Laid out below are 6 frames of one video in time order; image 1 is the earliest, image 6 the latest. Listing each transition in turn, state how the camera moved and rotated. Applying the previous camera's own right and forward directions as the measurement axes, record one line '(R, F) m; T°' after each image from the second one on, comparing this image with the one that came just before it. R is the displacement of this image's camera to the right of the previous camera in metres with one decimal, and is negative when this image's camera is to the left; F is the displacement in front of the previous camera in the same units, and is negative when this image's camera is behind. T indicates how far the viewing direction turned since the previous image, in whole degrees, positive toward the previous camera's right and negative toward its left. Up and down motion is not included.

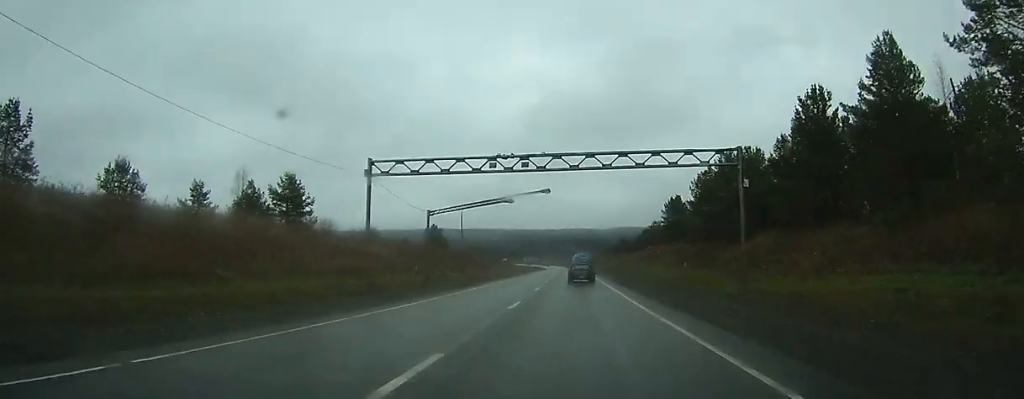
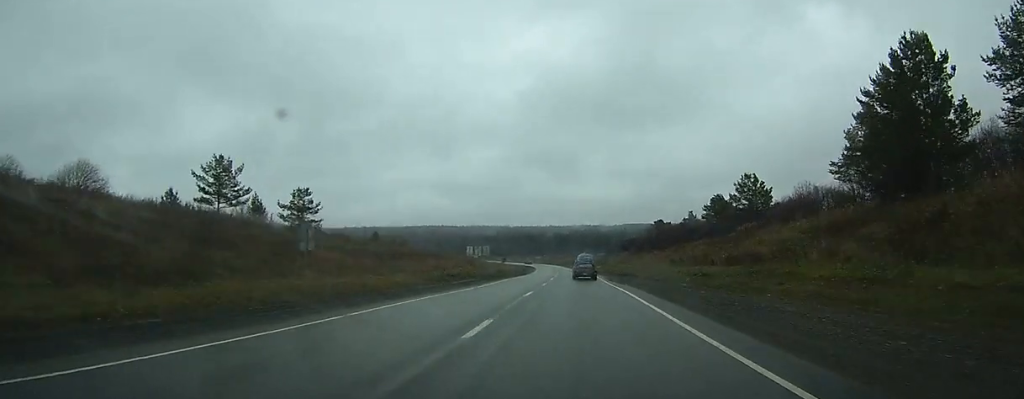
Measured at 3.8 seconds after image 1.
(-0.3, +91.1) m; 0°
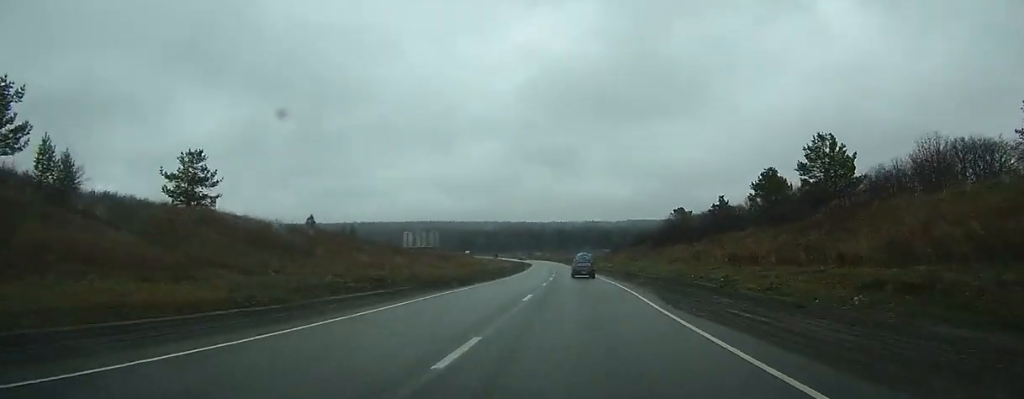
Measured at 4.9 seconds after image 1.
(0.0, +27.8) m; 0°
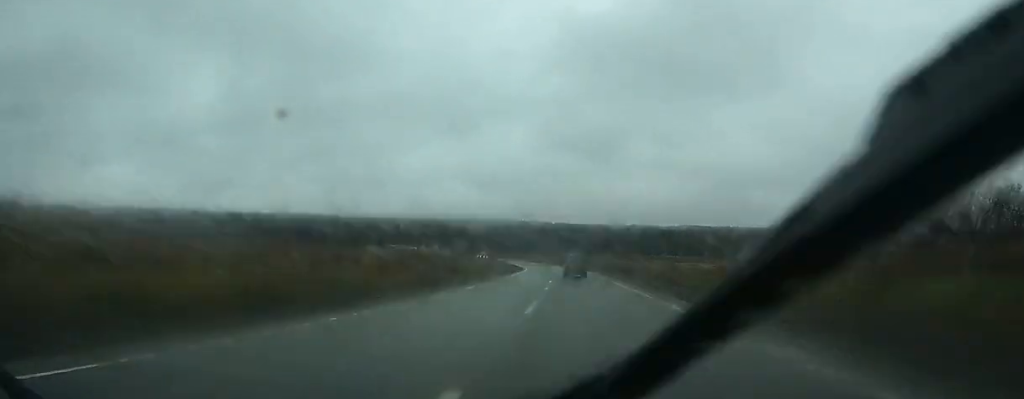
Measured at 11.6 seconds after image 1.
(-4.7, +177.1) m; -3°
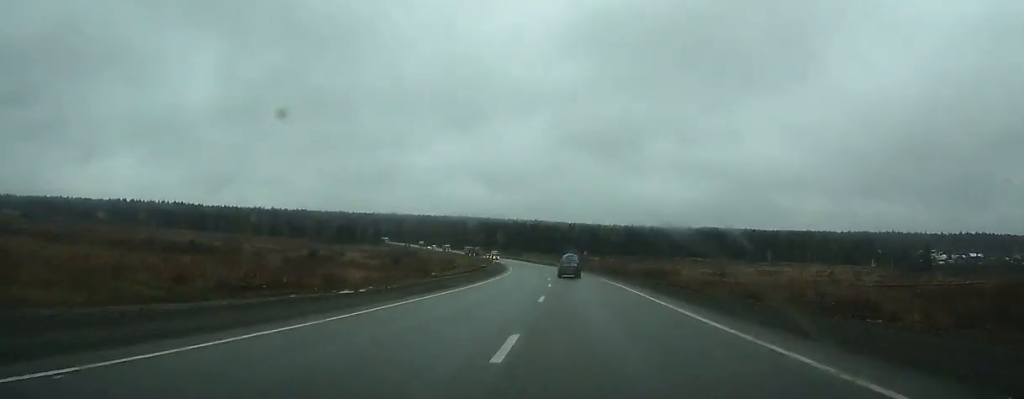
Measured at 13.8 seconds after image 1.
(+0.1, +55.8) m; -1°
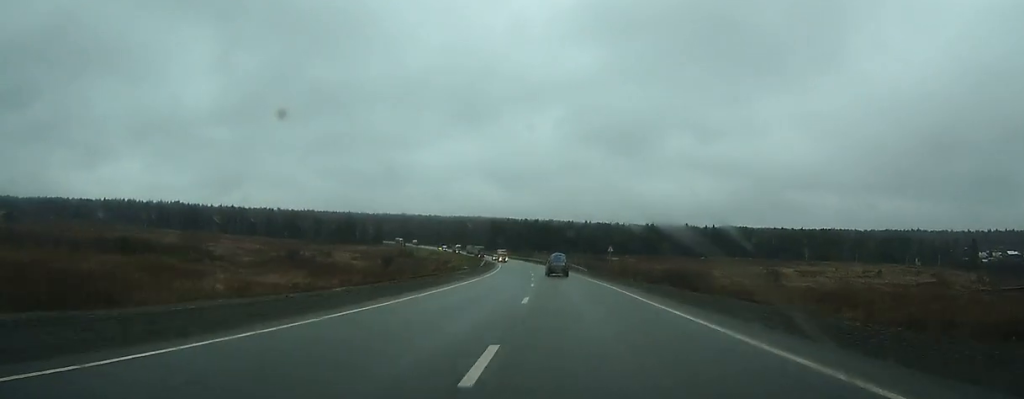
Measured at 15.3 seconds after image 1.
(-0.3, +38.2) m; -2°
